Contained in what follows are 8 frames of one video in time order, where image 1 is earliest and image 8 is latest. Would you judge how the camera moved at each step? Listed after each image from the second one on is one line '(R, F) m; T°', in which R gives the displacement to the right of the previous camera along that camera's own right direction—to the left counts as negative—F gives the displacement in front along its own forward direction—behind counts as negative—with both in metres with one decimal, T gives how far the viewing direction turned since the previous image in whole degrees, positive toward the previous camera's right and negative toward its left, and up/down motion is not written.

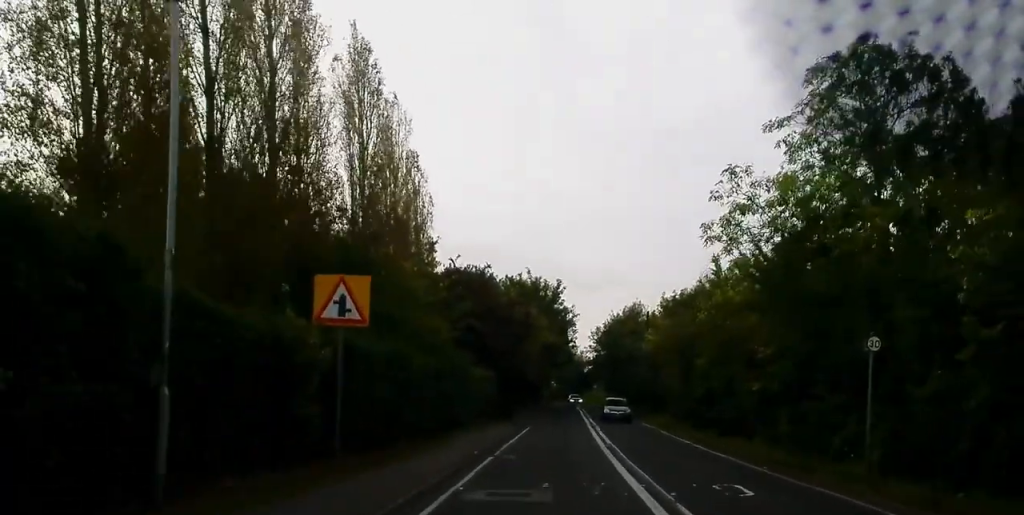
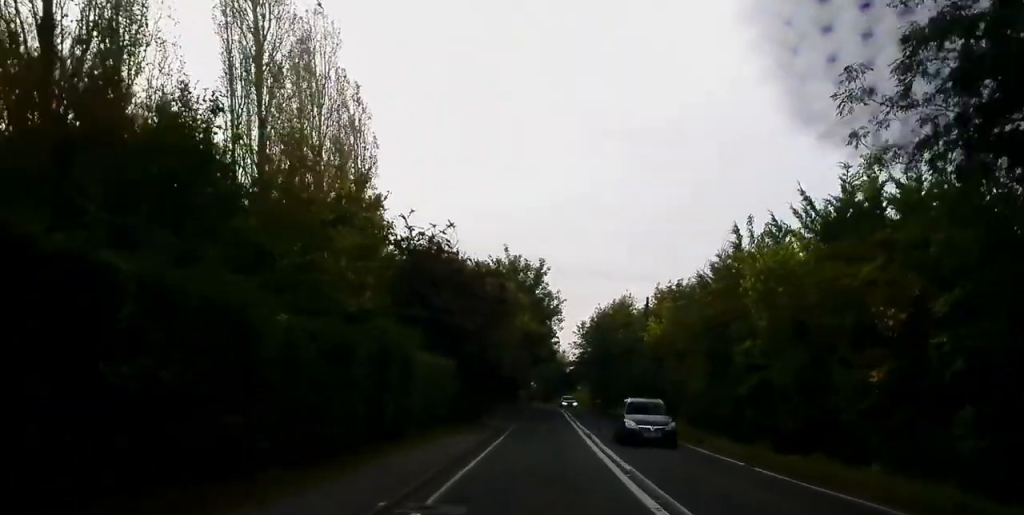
(+0.1, +9.5) m; +2°
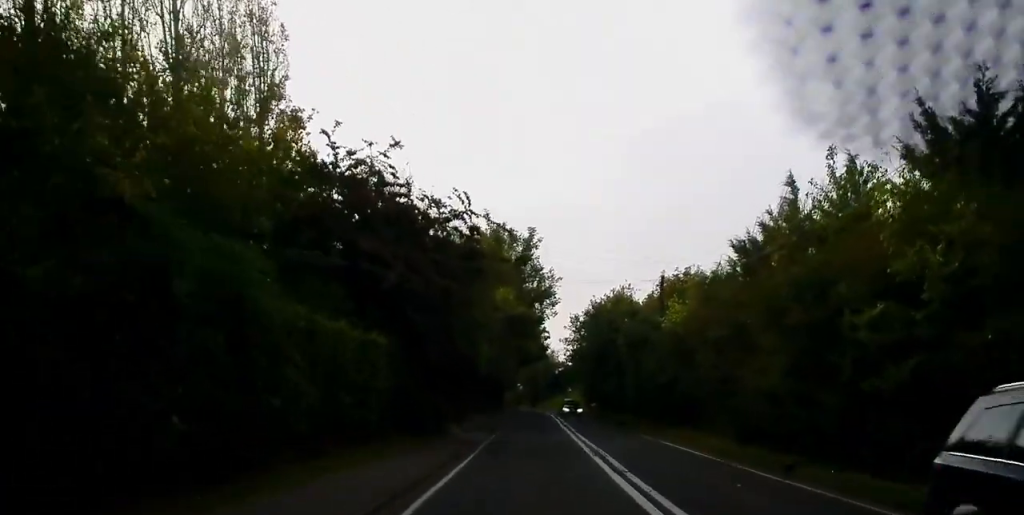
(+0.2, +9.7) m; +1°
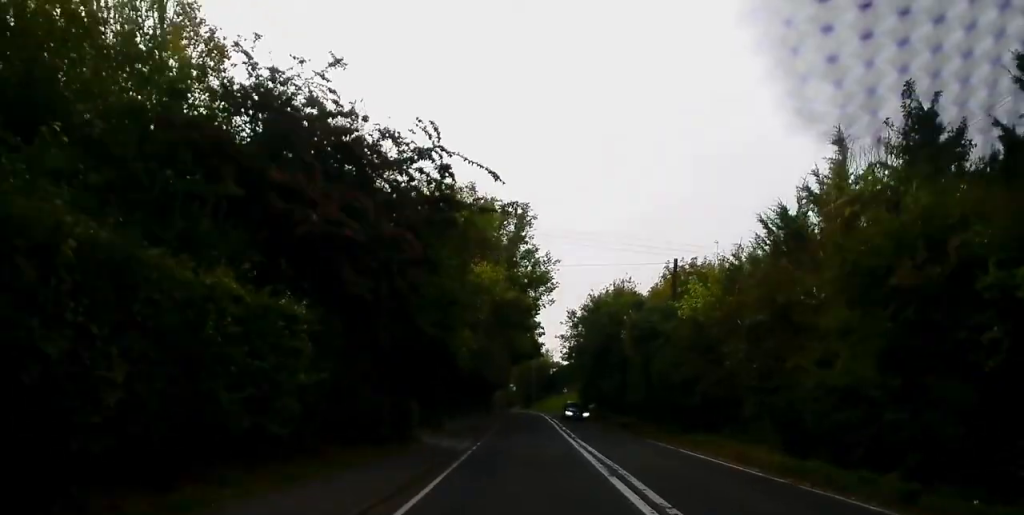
(0.0, +5.3) m; +1°
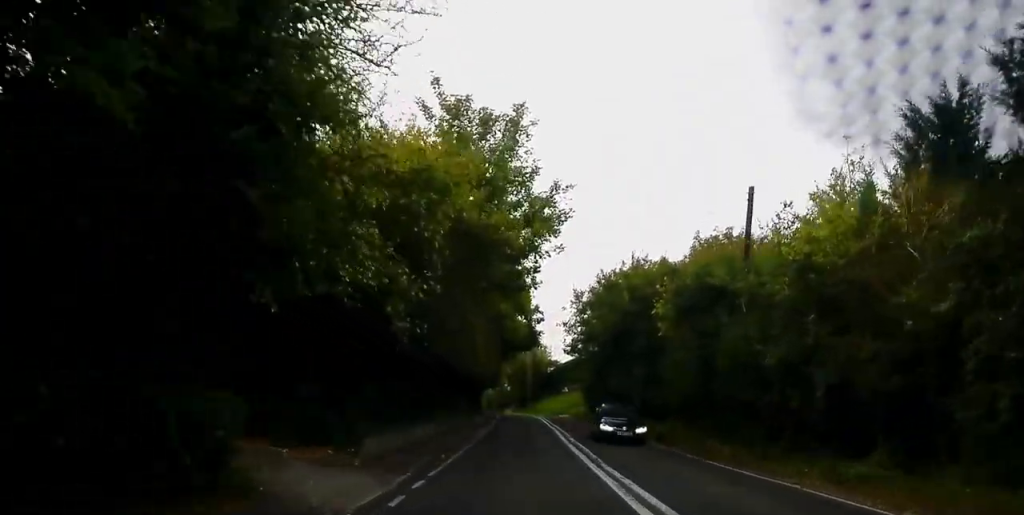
(+0.1, +12.4) m; +1°
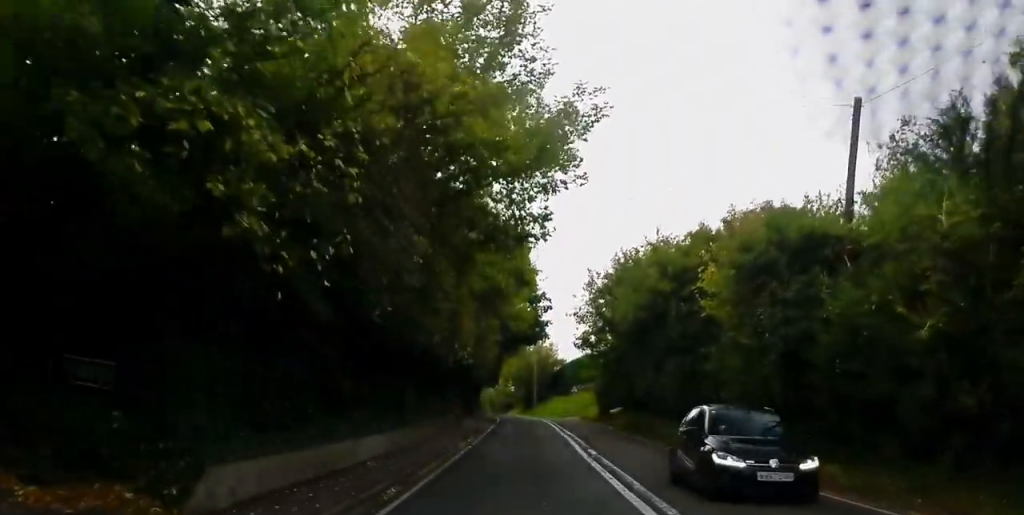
(0.0, +7.4) m; 0°
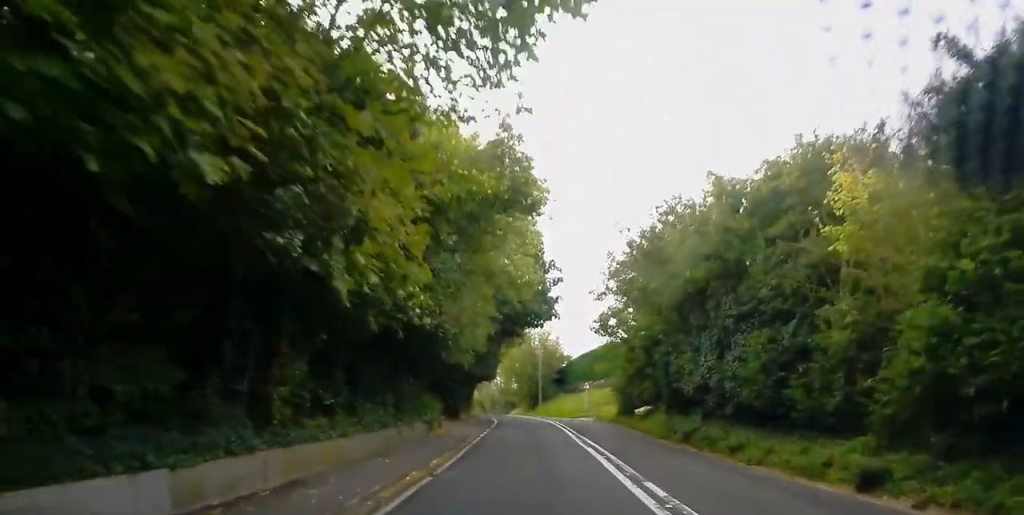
(-0.1, +10.6) m; 0°
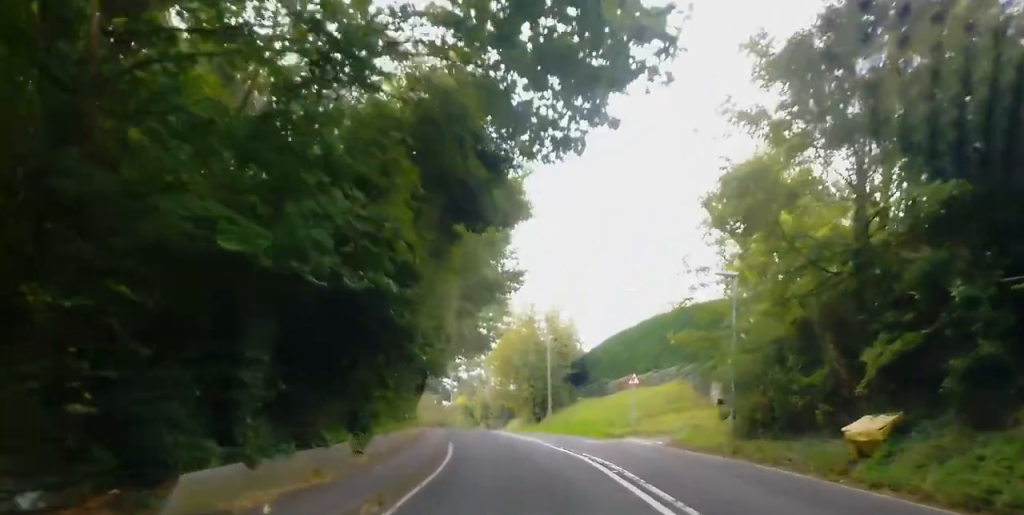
(+0.2, +28.5) m; +1°
